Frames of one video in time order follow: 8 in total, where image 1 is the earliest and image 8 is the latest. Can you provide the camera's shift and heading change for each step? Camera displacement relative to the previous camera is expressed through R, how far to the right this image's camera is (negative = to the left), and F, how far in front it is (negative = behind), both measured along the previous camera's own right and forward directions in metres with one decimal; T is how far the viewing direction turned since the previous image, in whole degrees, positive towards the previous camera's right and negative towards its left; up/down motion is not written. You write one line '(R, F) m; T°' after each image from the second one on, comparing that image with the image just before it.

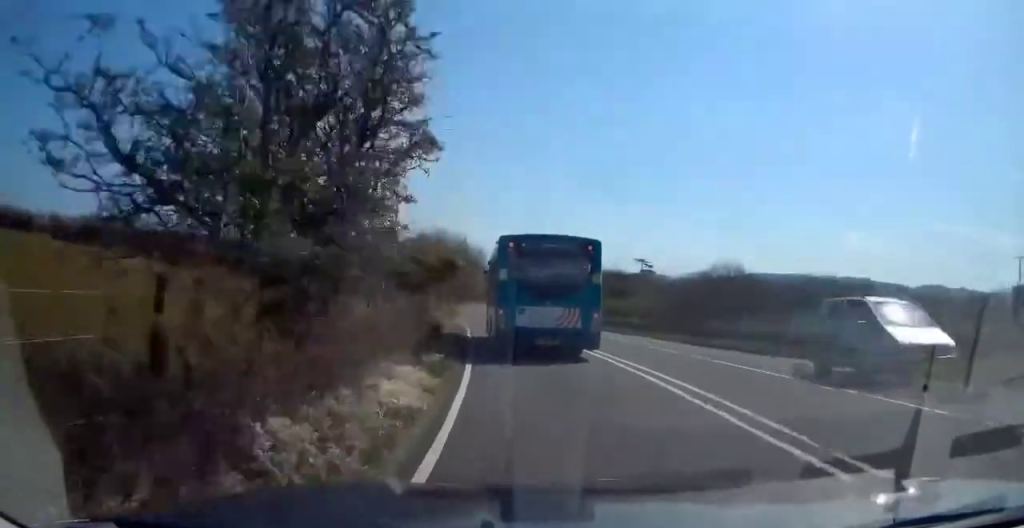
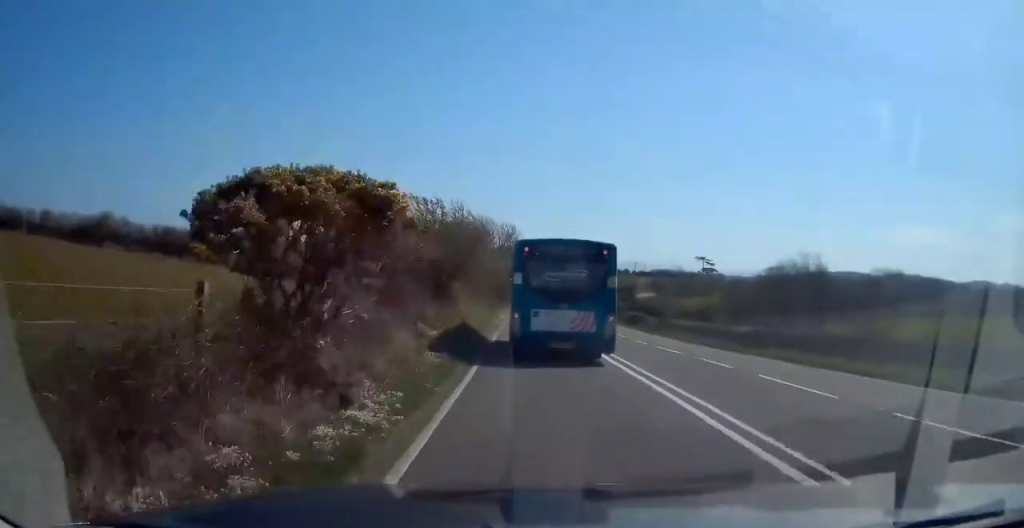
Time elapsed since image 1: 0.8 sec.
(-0.7, +13.8) m; -3°
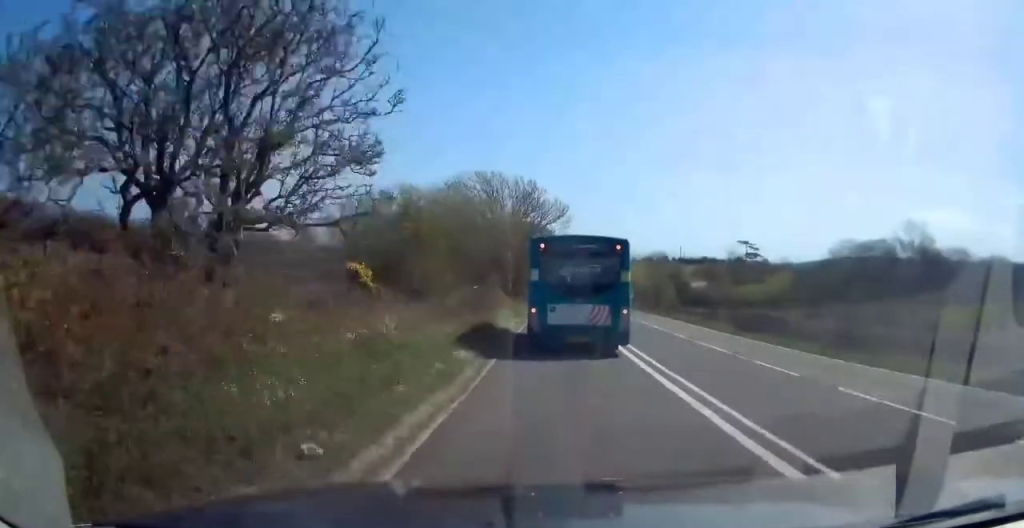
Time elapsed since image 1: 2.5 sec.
(-0.4, +27.4) m; -1°
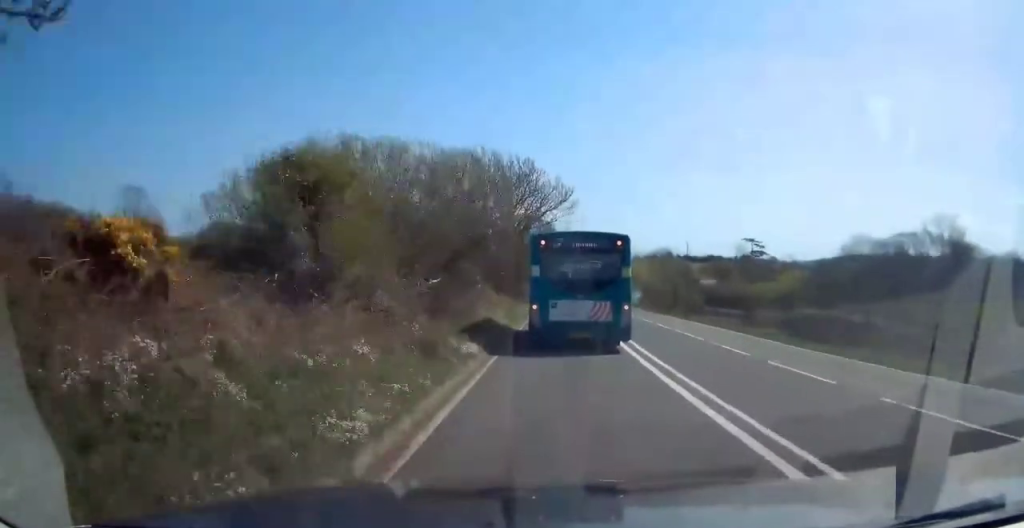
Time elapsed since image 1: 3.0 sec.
(0.0, +7.6) m; 0°
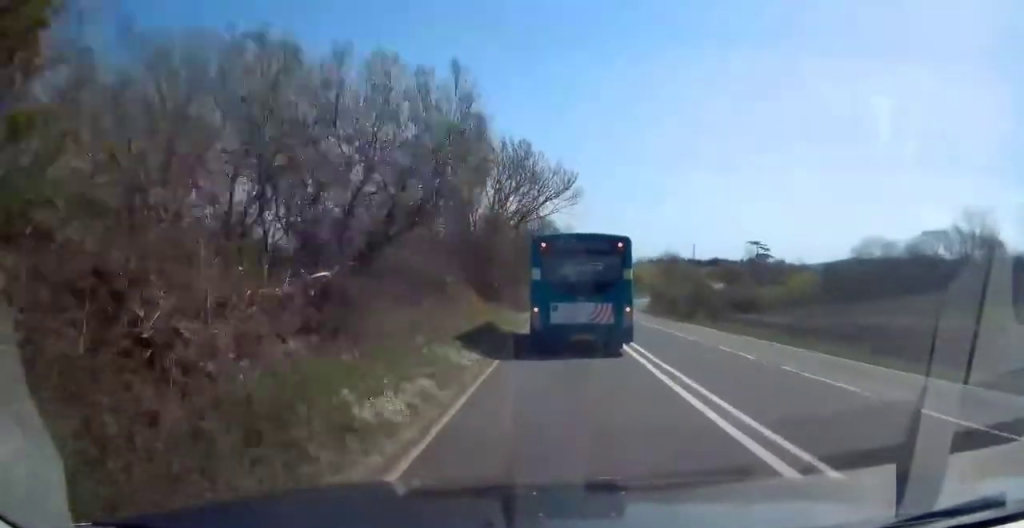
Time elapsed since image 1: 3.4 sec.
(0.0, +7.0) m; 0°
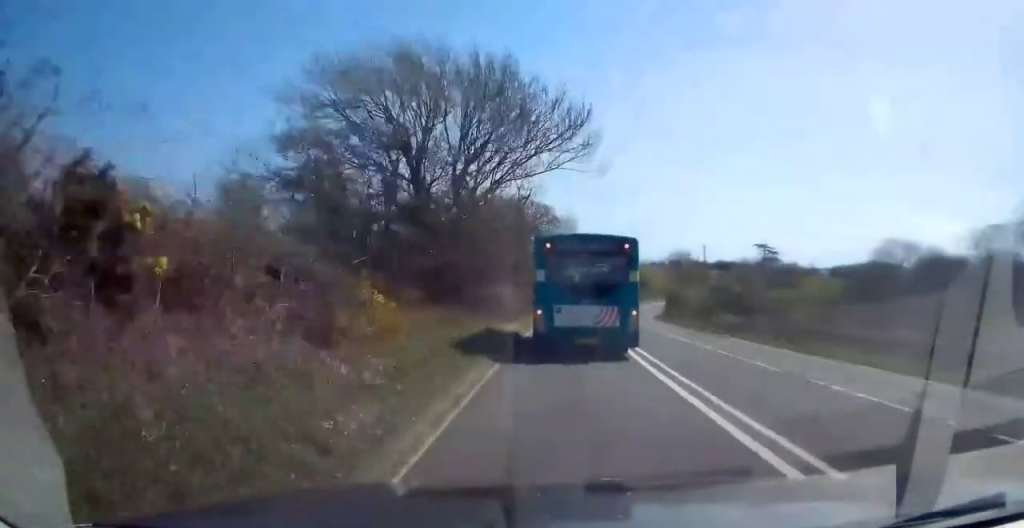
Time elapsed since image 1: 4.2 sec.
(+0.1, +13.5) m; -2°
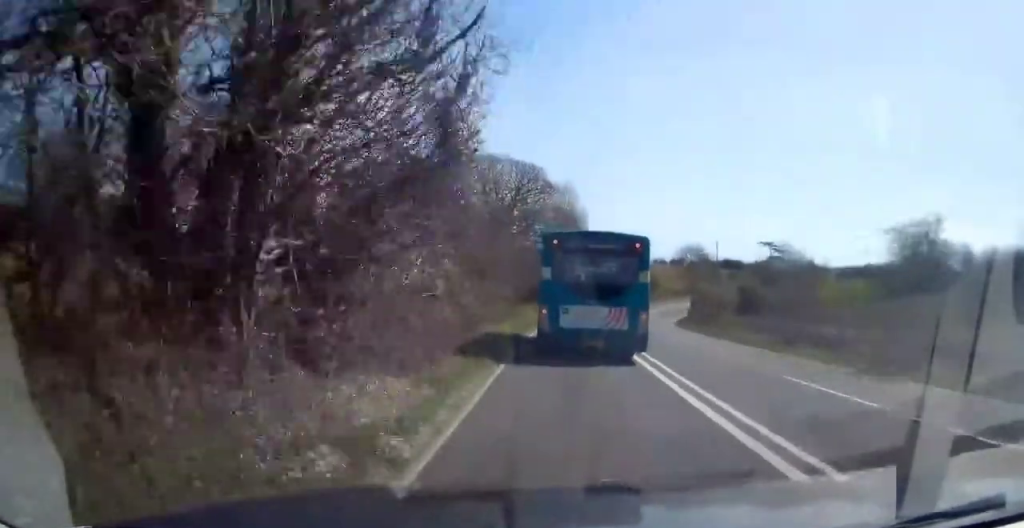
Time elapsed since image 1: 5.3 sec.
(-0.7, +16.4) m; 0°
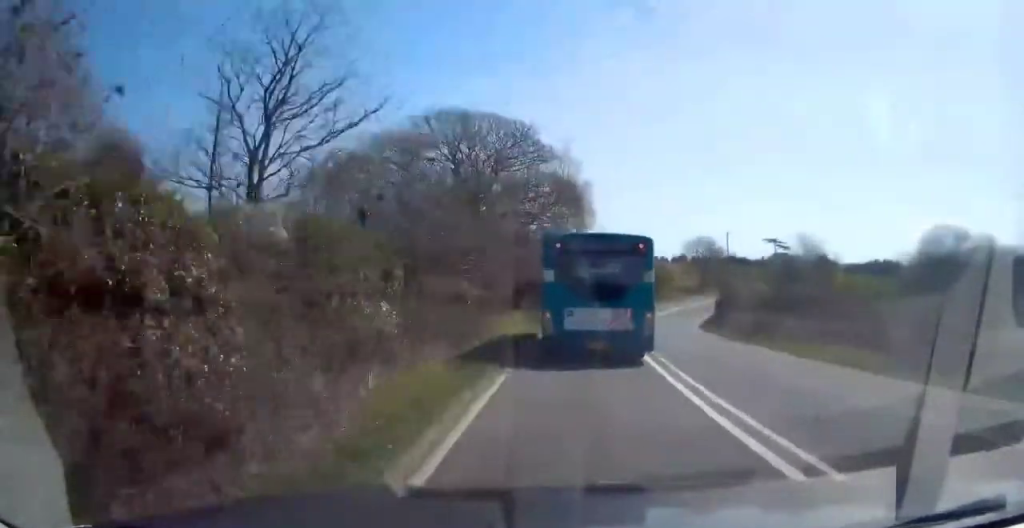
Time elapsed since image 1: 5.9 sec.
(+0.4, +10.5) m; +2°
